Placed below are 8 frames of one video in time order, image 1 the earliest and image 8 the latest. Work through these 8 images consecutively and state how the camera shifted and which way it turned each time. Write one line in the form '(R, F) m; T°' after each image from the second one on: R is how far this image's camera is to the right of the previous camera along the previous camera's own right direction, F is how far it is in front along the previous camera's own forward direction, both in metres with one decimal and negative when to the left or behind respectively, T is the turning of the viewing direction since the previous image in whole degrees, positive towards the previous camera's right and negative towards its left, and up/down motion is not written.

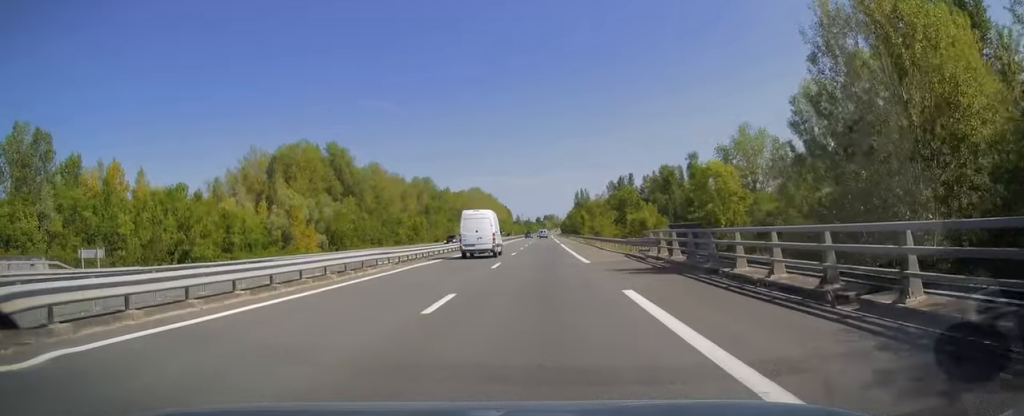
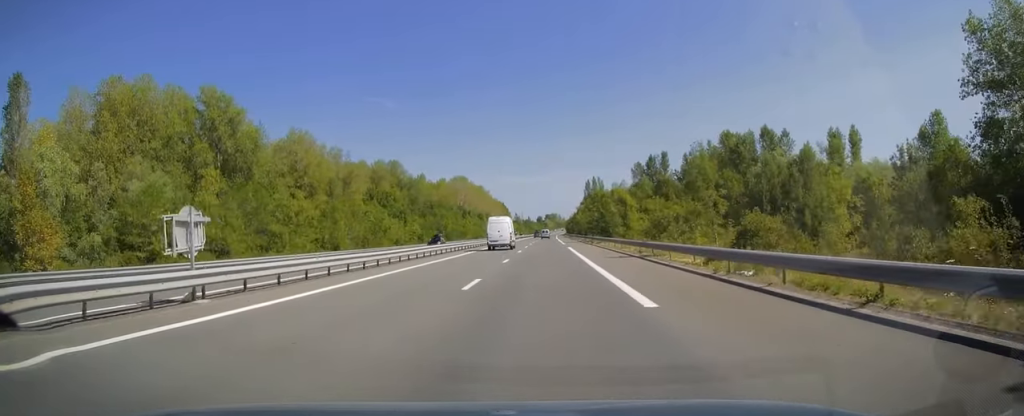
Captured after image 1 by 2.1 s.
(0.0, +62.3) m; 0°
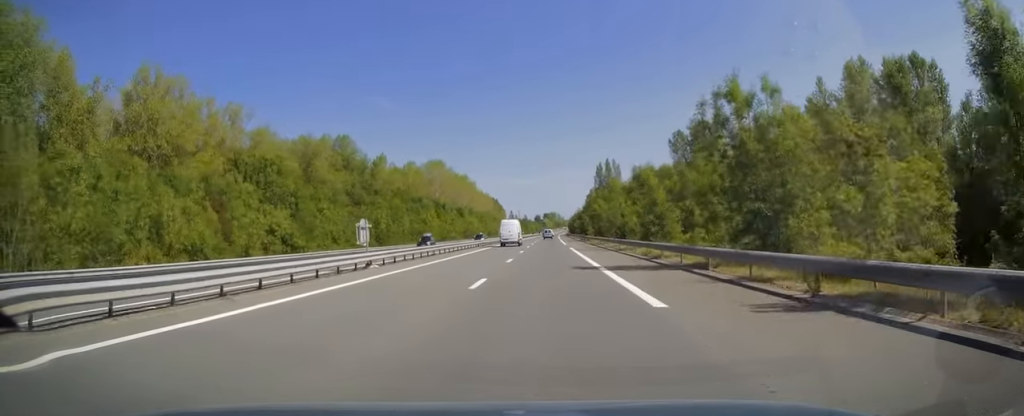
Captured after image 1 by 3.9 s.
(0.0, +53.4) m; 0°
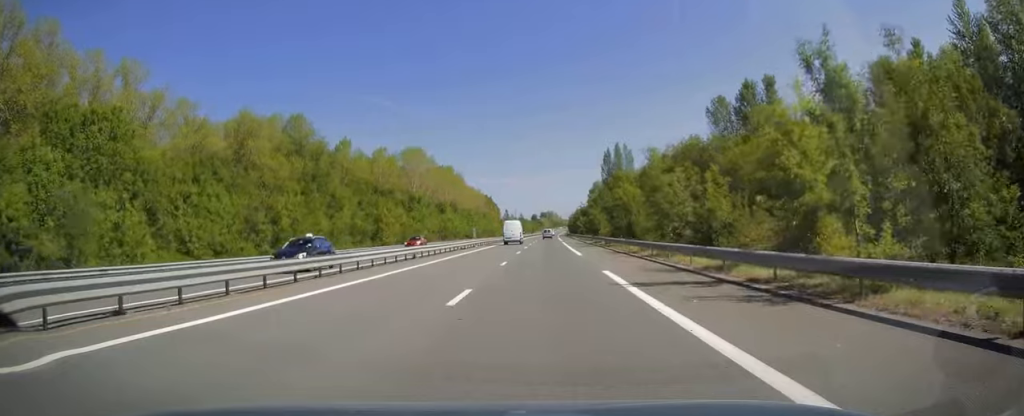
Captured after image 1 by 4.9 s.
(+0.1, +29.7) m; 0°
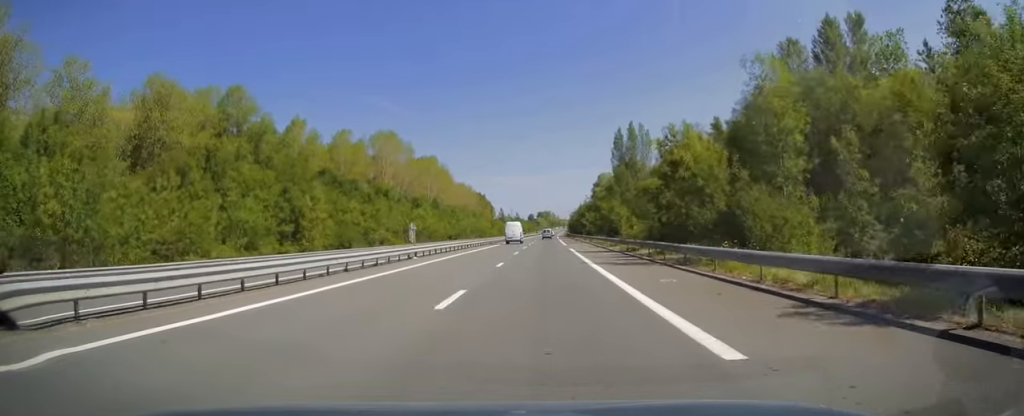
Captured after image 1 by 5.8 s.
(0.0, +27.2) m; 0°
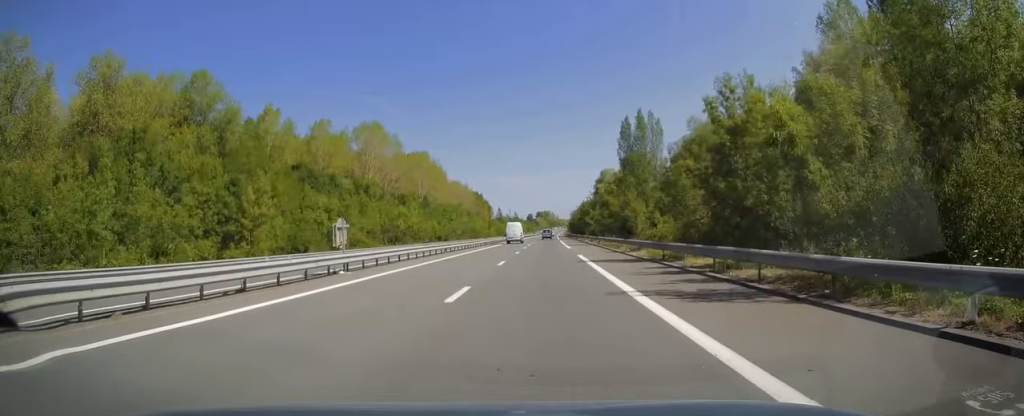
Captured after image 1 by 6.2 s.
(0.0, +11.8) m; 0°
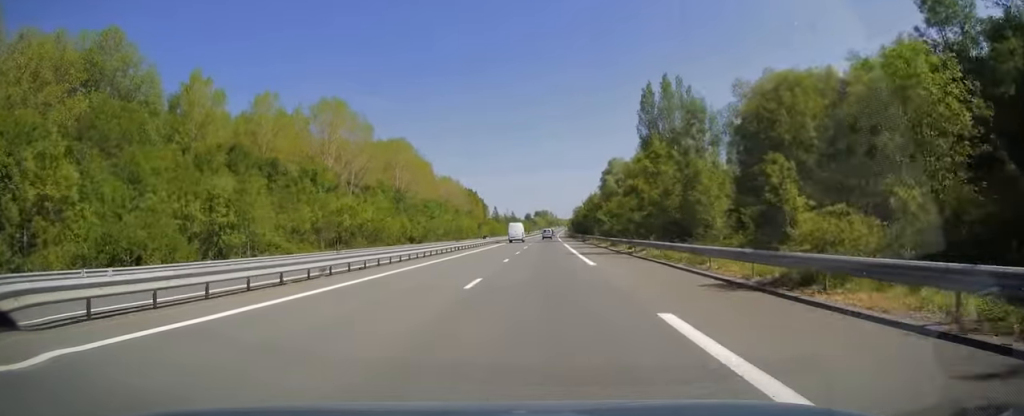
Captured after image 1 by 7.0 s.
(+0.1, +23.7) m; 0°
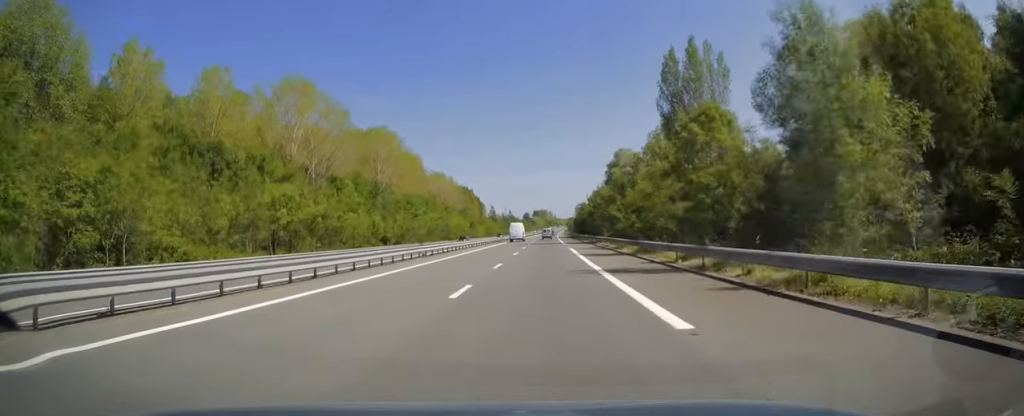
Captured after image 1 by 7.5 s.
(+0.1, +15.3) m; 0°
